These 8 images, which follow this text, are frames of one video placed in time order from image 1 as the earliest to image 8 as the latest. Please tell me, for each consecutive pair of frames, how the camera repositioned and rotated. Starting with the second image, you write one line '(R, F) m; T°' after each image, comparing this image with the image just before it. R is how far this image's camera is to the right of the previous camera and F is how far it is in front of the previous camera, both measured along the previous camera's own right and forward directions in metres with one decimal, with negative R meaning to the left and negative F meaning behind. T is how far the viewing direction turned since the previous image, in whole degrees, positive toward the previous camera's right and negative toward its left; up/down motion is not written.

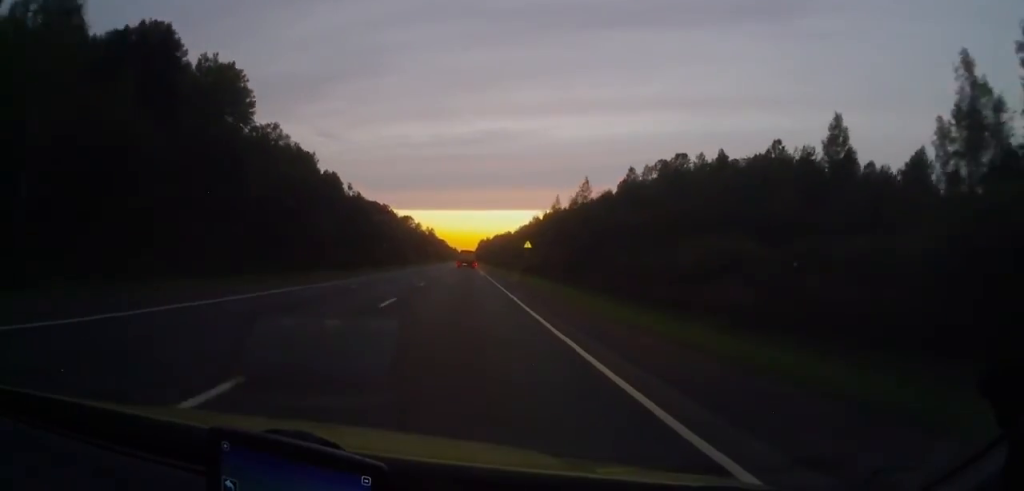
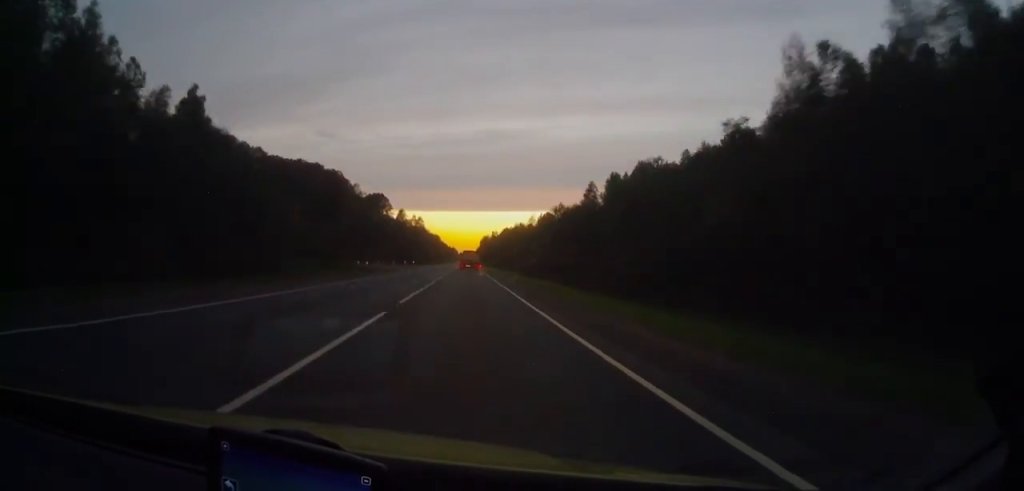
(-0.2, +178.8) m; 0°
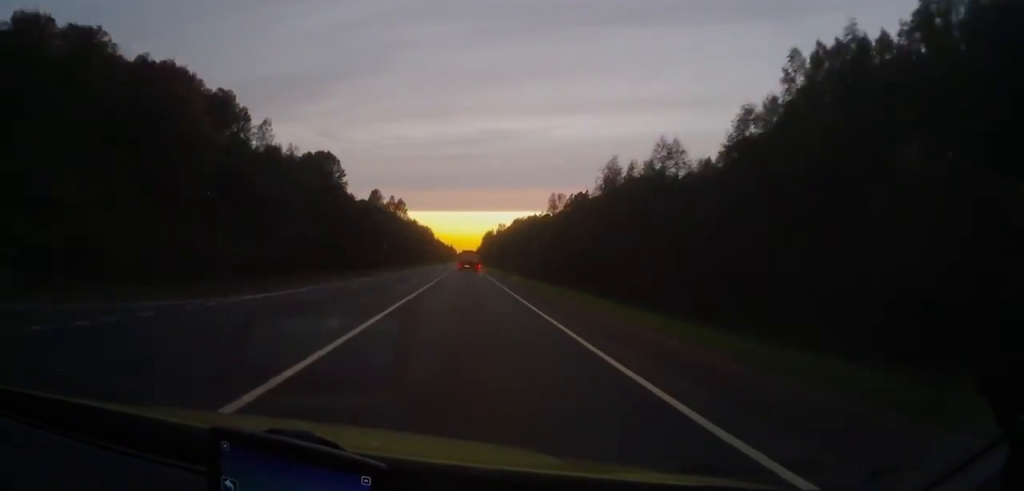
(-0.1, +85.4) m; 0°
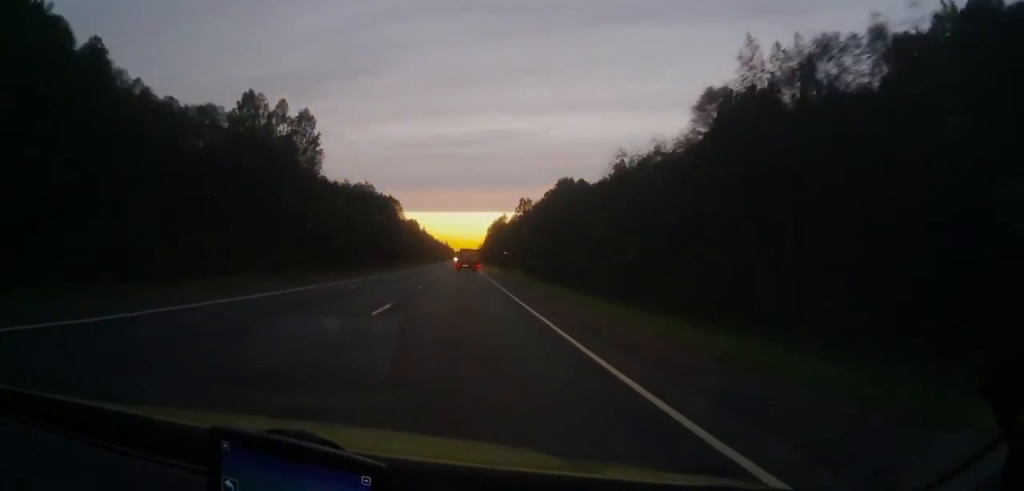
(0.0, +133.6) m; 0°
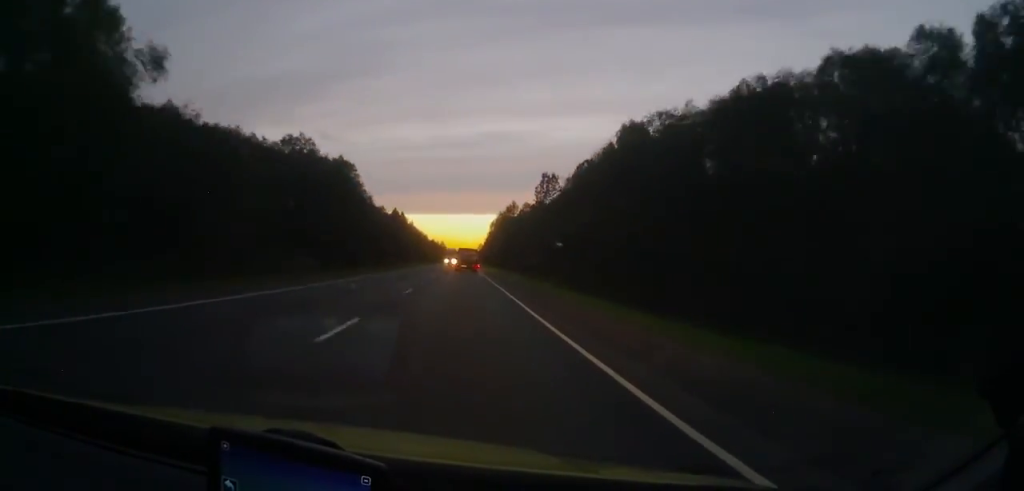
(0.0, +60.2) m; 0°
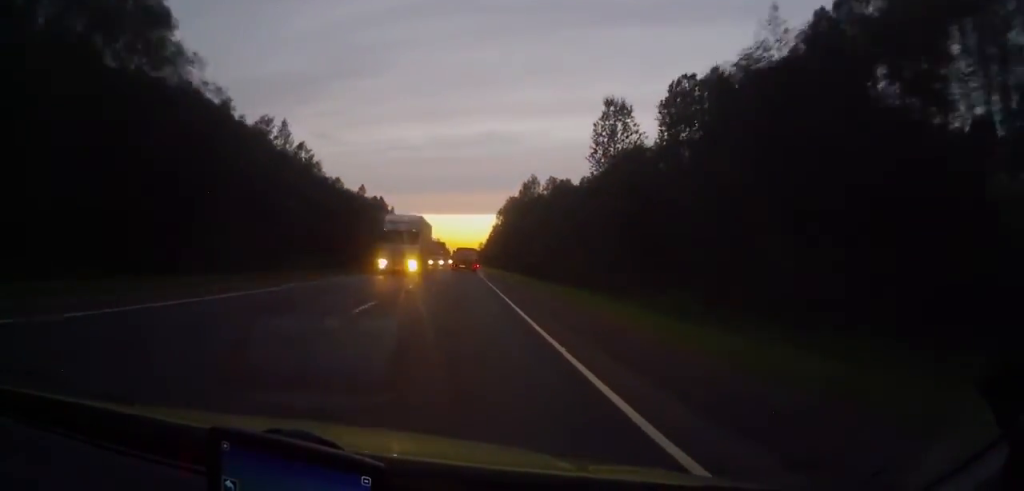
(0.0, +62.7) m; 0°
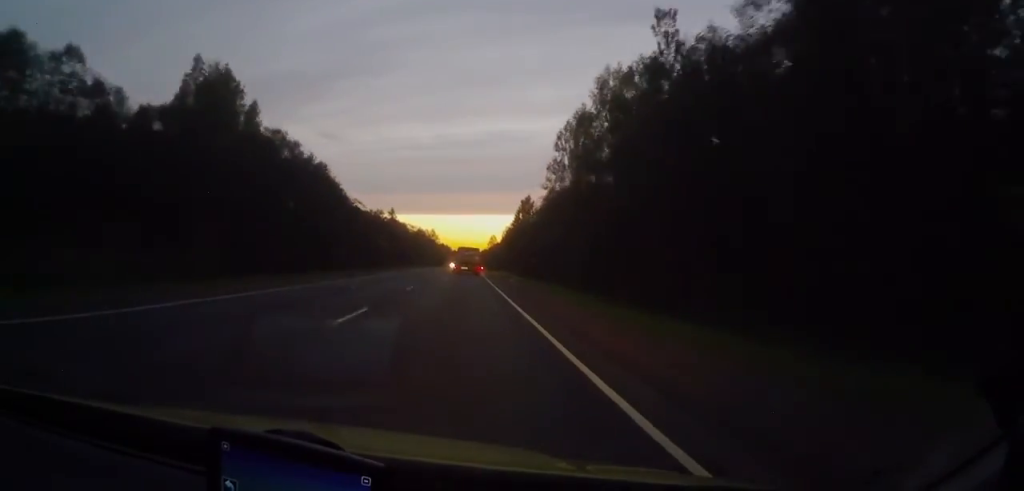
(-0.4, +124.7) m; 0°
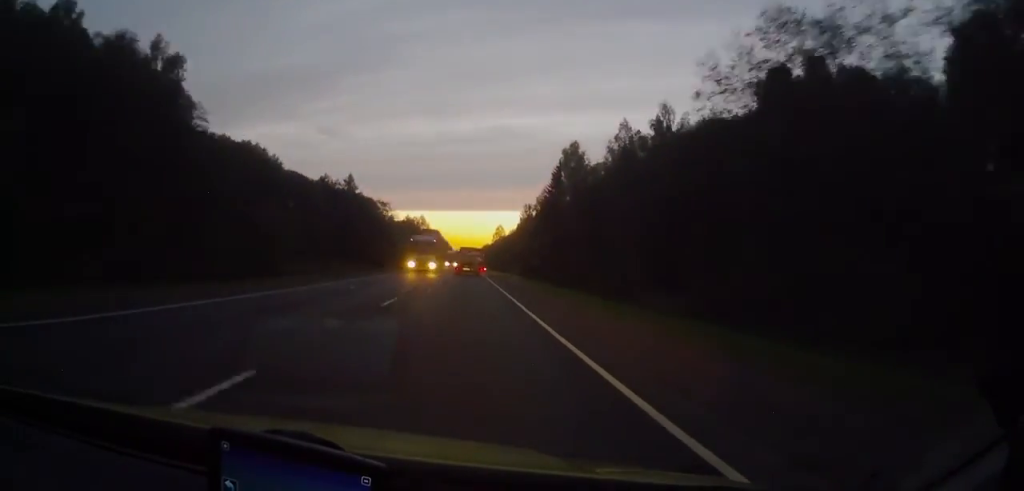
(-0.1, +75.9) m; 0°
